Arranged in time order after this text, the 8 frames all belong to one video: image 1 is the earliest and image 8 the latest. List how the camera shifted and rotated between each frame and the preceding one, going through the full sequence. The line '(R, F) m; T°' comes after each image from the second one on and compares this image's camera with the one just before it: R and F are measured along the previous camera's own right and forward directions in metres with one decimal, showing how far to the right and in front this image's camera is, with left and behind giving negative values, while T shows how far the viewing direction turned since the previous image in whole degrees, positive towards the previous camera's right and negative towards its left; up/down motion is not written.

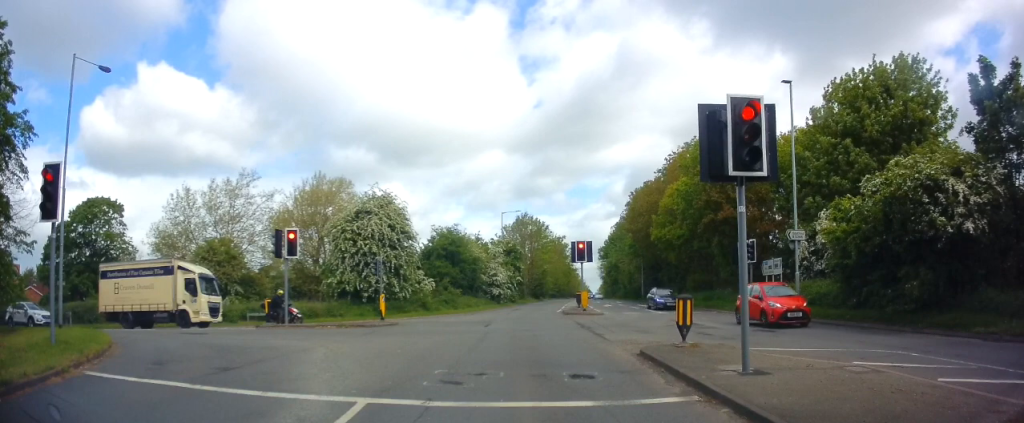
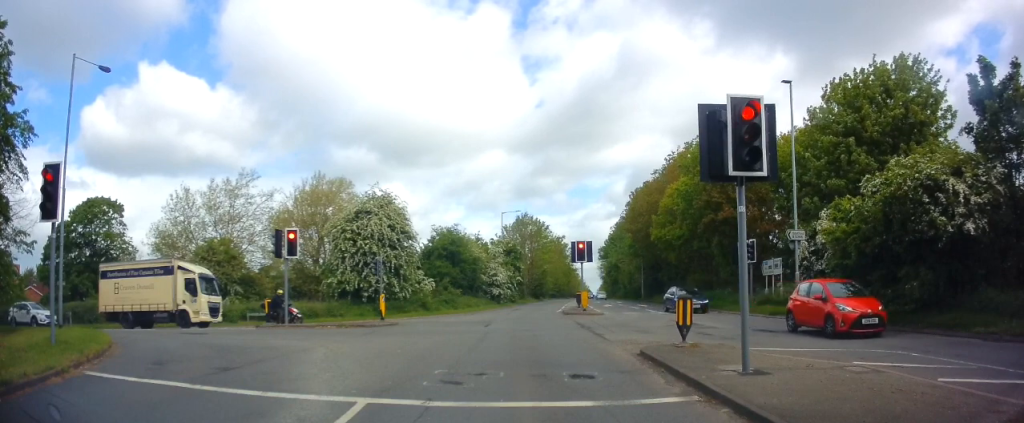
(0.0, 0.0) m; 0°
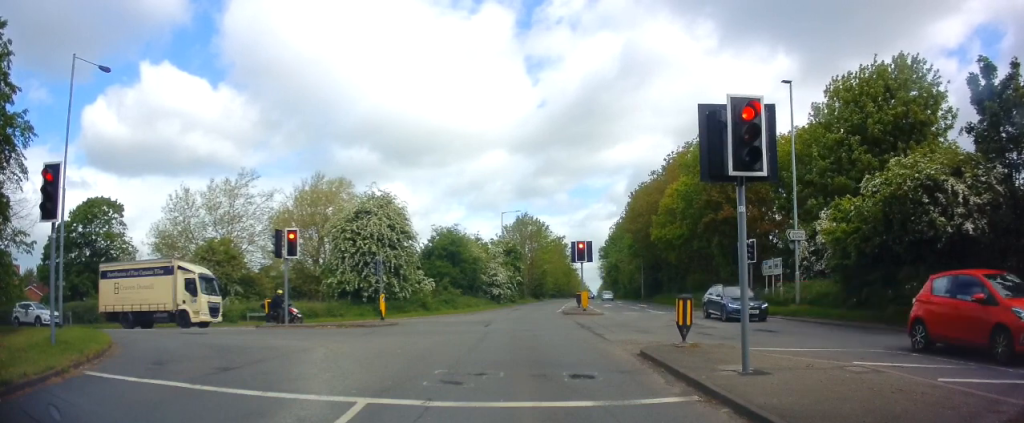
(0.0, 0.0) m; 0°
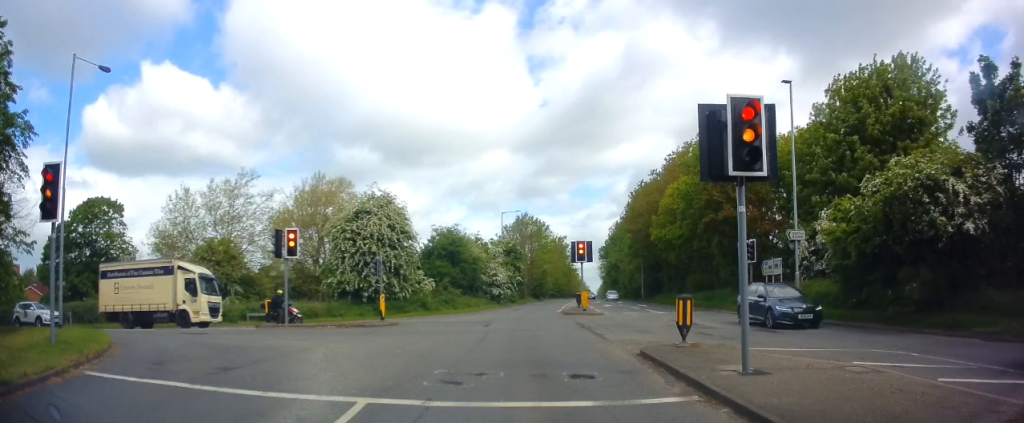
(0.0, 0.0) m; 0°
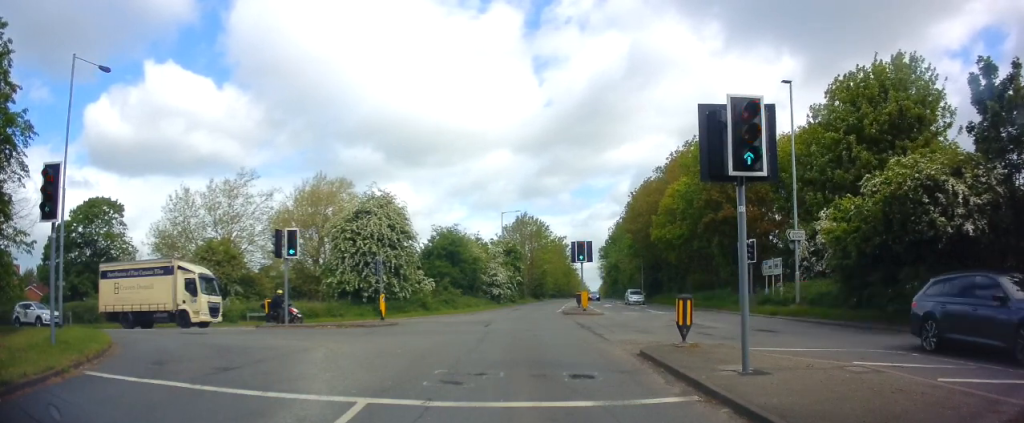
(0.0, 0.0) m; 0°
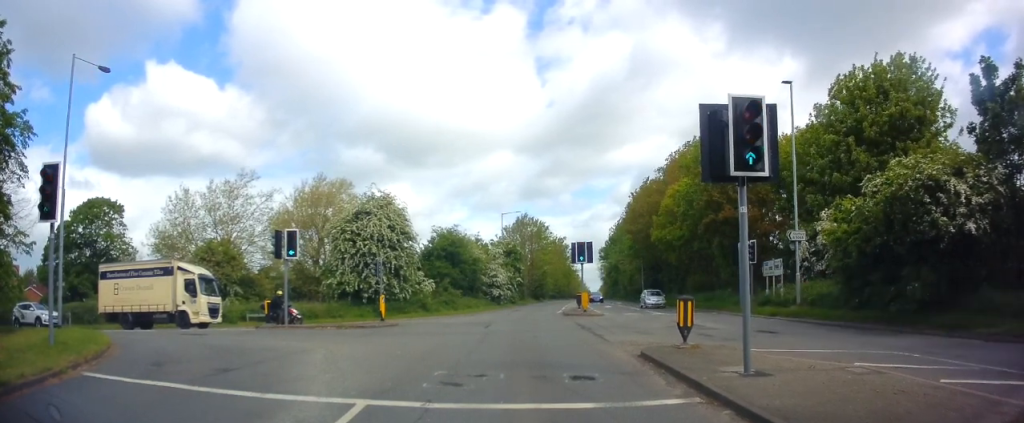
(0.0, 0.0) m; 0°
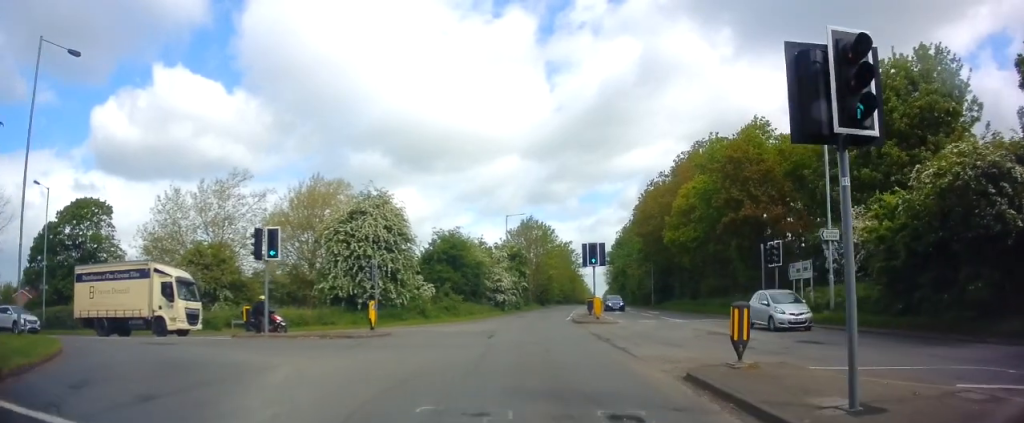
(0.0, +2.1) m; +1°
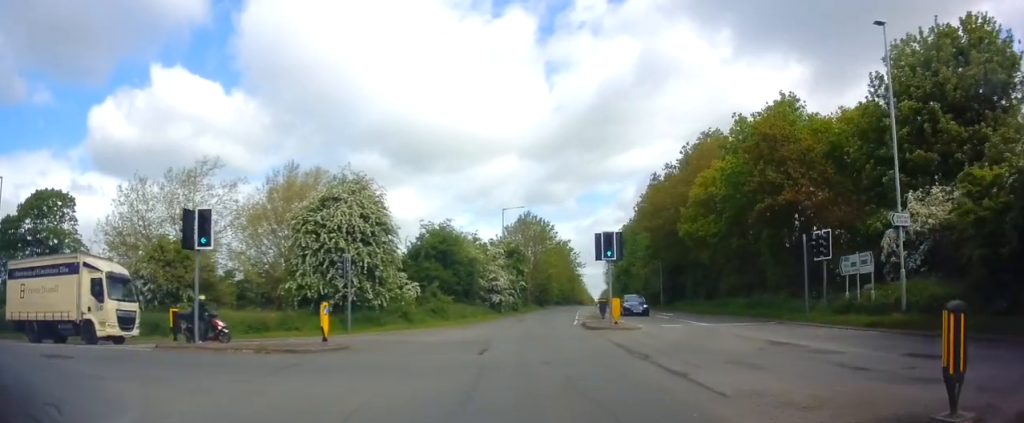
(+0.1, +4.3) m; +3°
